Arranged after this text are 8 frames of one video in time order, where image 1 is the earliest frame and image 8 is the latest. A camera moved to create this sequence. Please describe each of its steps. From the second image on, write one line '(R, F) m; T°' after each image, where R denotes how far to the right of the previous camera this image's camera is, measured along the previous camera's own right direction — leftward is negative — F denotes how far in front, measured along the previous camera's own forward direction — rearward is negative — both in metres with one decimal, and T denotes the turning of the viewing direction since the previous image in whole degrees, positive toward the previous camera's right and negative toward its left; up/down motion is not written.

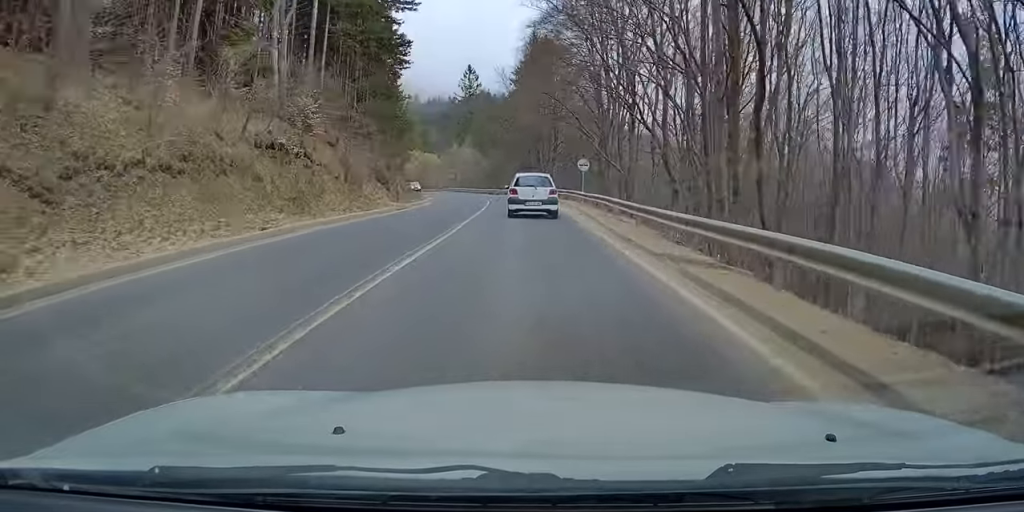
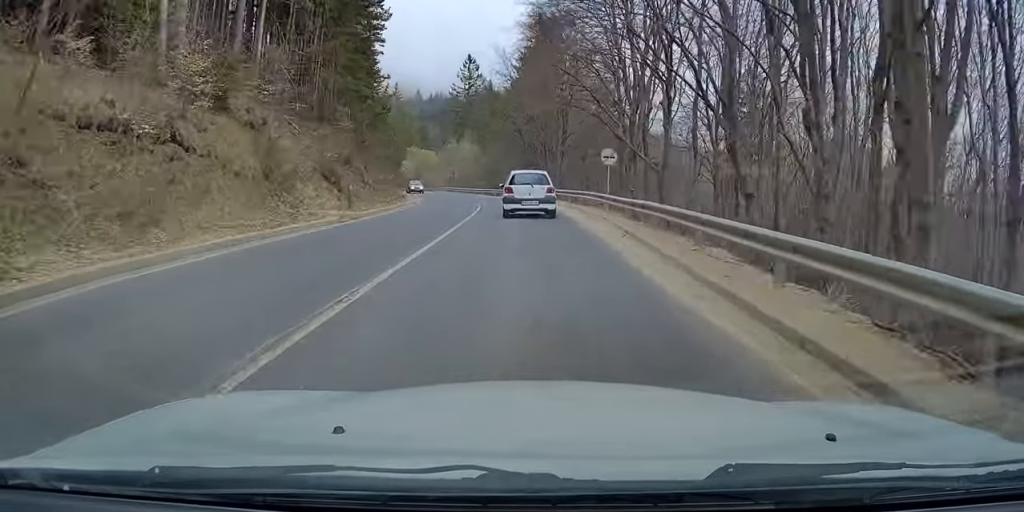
(+0.1, +9.9) m; 0°
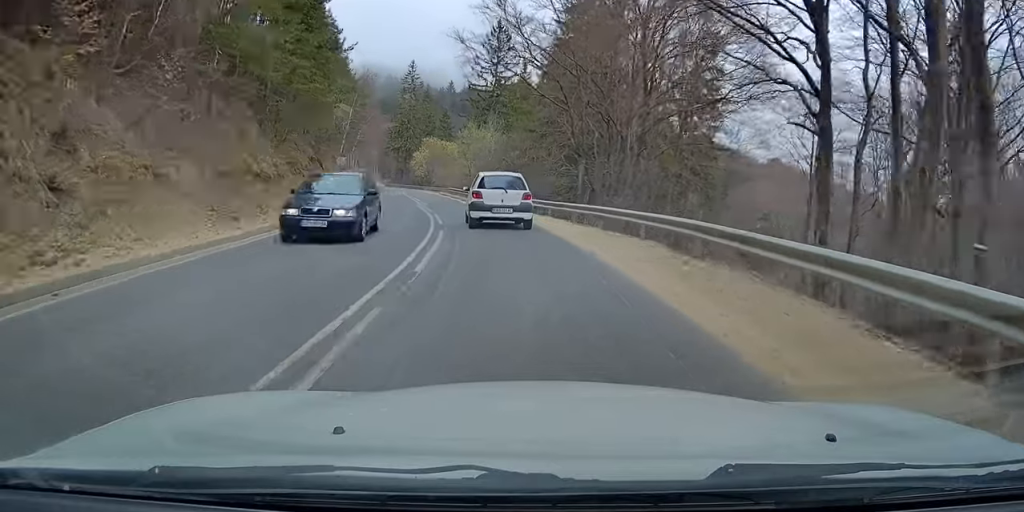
(-0.6, +27.2) m; -6°
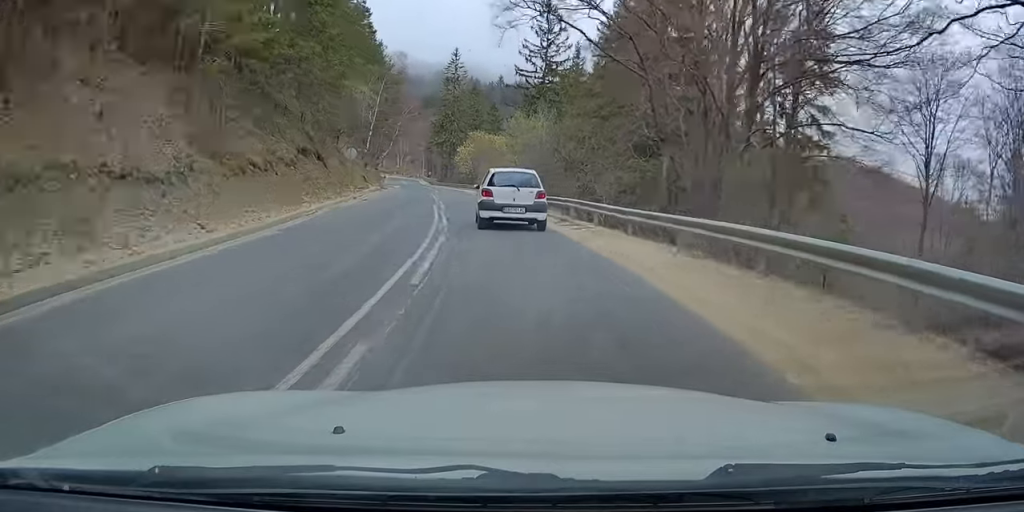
(-0.7, +10.0) m; -4°
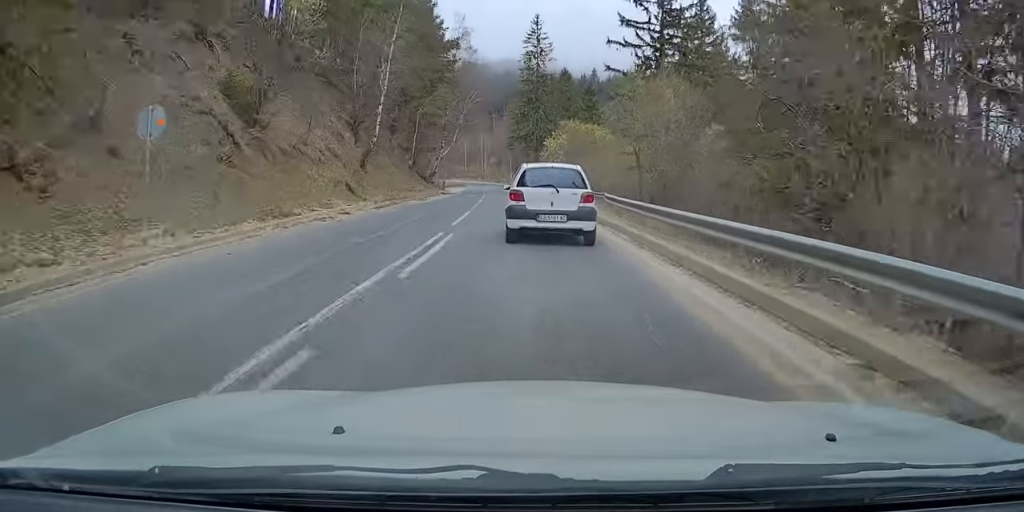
(-1.8, +27.5) m; -8°
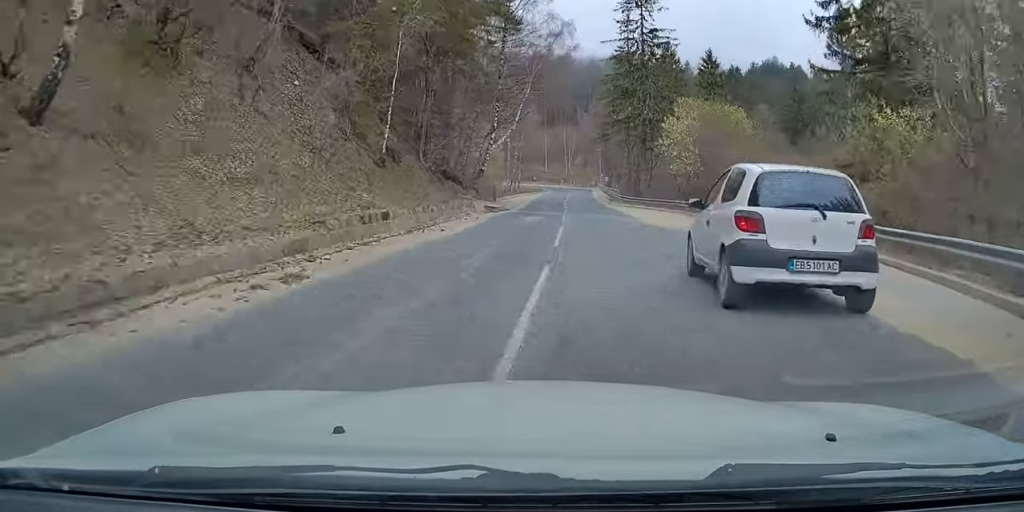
(-1.8, +30.7) m; -5°
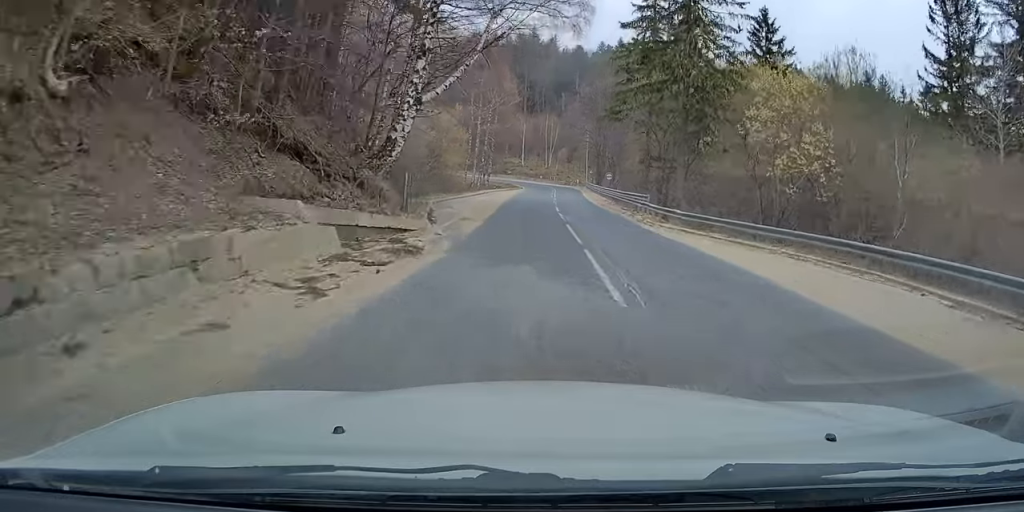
(-0.1, +24.5) m; +1°
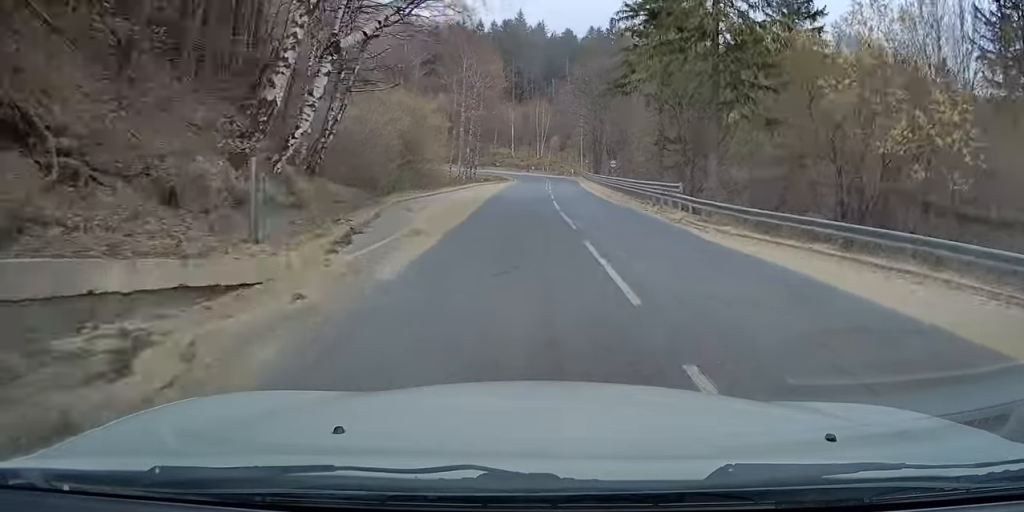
(+0.1, +9.1) m; +1°
